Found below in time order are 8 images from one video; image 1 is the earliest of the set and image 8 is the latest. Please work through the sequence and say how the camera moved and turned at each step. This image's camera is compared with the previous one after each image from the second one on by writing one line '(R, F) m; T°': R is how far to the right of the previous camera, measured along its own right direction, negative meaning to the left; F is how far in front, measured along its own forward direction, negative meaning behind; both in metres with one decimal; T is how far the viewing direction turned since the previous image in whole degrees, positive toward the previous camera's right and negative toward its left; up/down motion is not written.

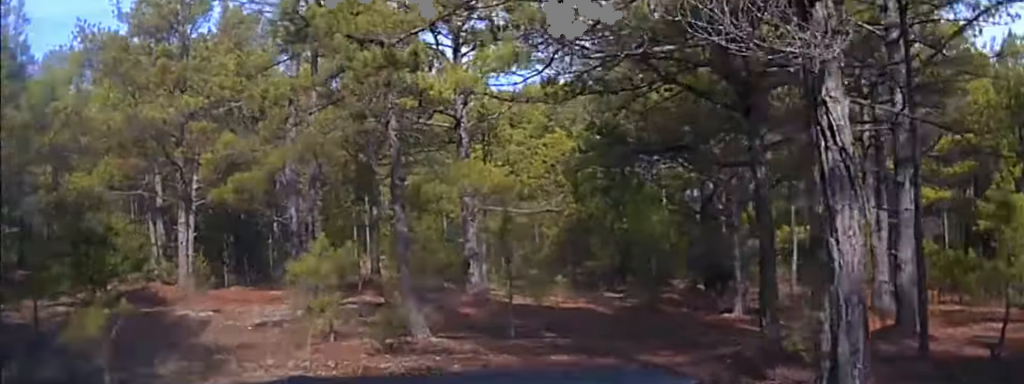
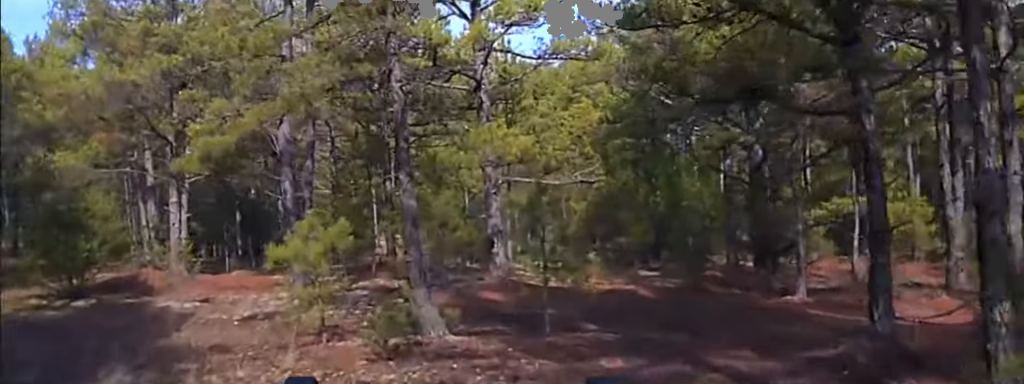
(0.0, +2.0) m; -2°
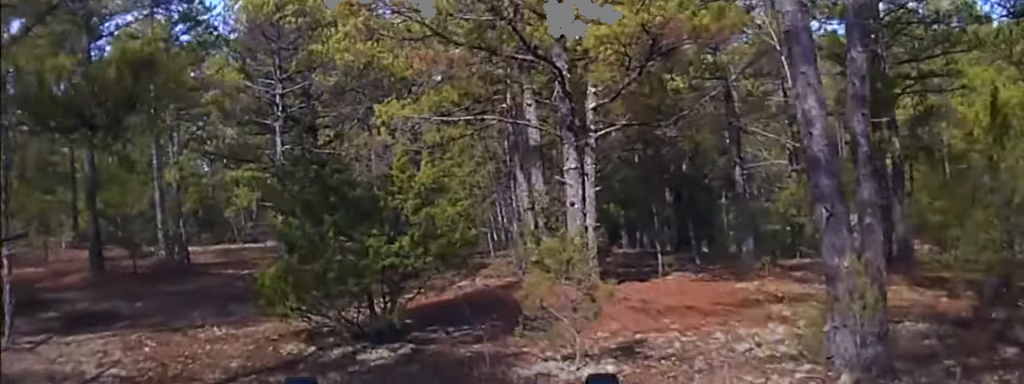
(-1.7, +6.6) m; -31°
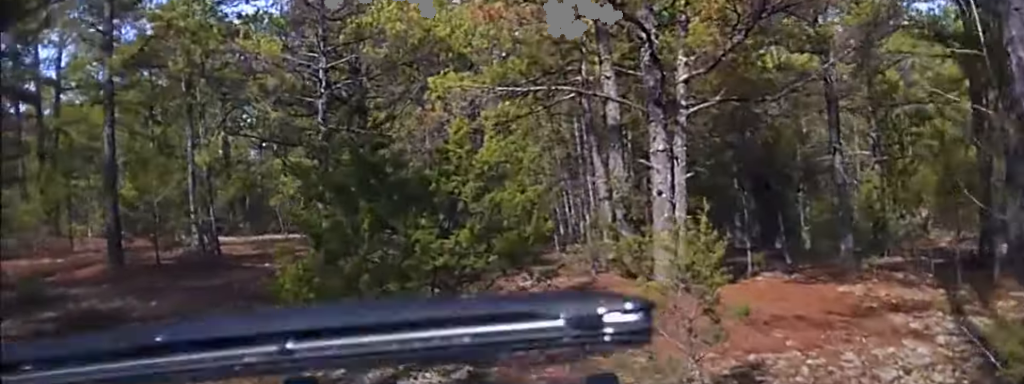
(-0.1, +1.4) m; -7°
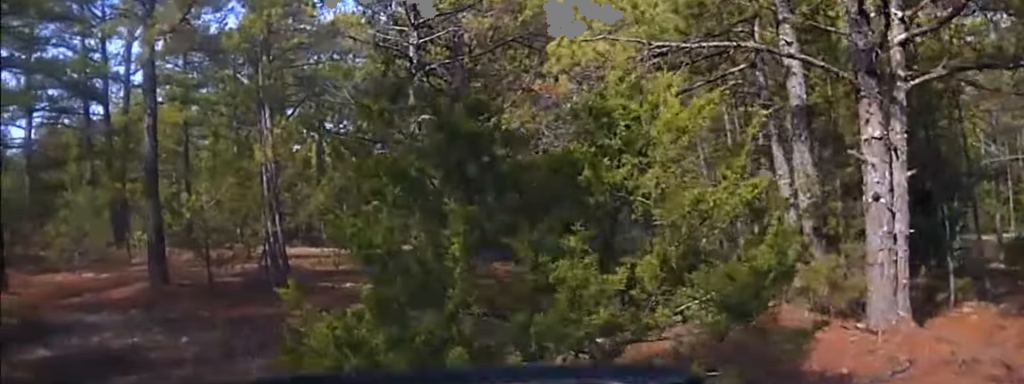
(-0.2, +2.8) m; -14°
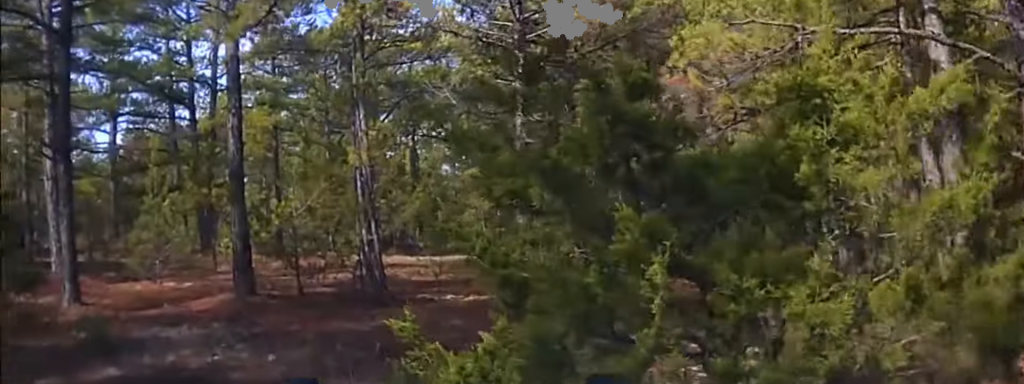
(-0.2, +1.1) m; -5°
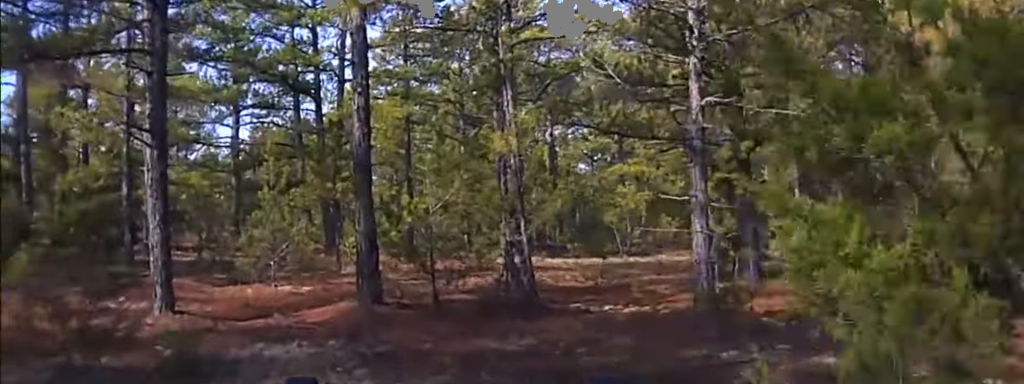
(-0.1, +1.7) m; -7°
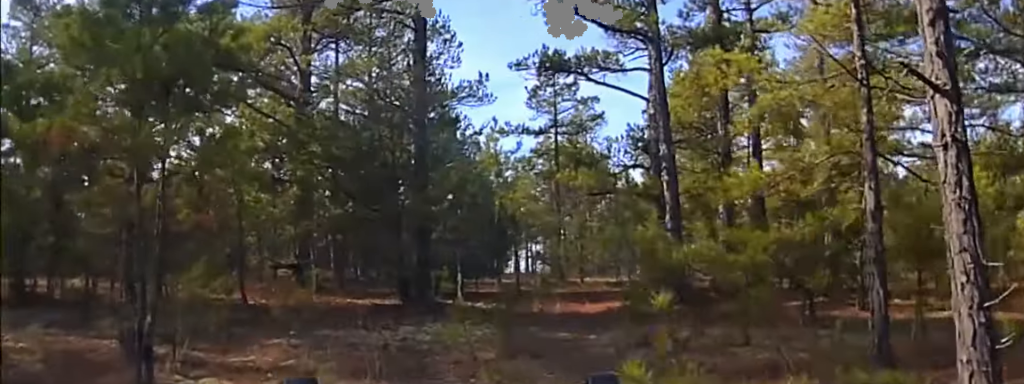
(-2.0, +5.9) m; -41°
